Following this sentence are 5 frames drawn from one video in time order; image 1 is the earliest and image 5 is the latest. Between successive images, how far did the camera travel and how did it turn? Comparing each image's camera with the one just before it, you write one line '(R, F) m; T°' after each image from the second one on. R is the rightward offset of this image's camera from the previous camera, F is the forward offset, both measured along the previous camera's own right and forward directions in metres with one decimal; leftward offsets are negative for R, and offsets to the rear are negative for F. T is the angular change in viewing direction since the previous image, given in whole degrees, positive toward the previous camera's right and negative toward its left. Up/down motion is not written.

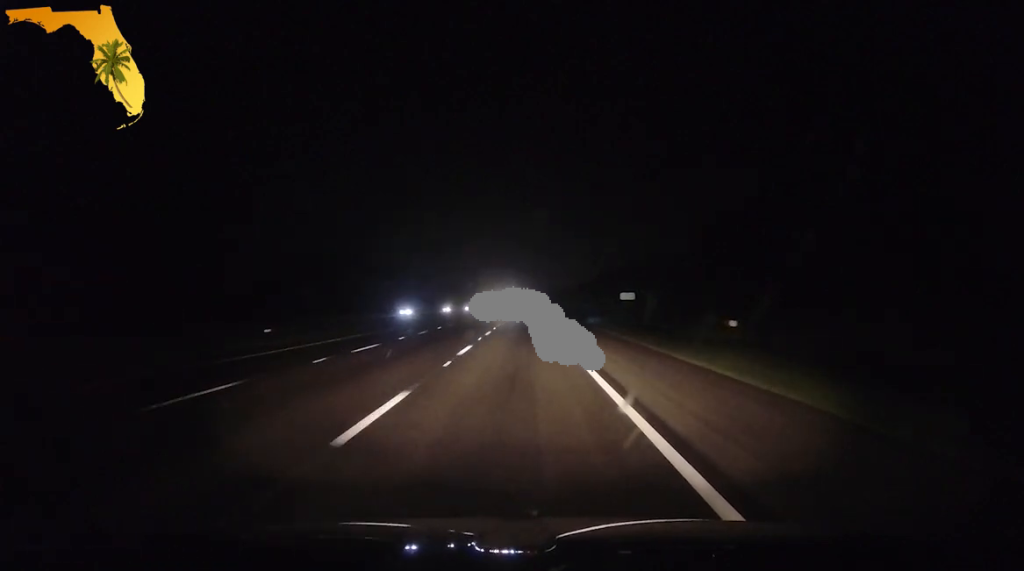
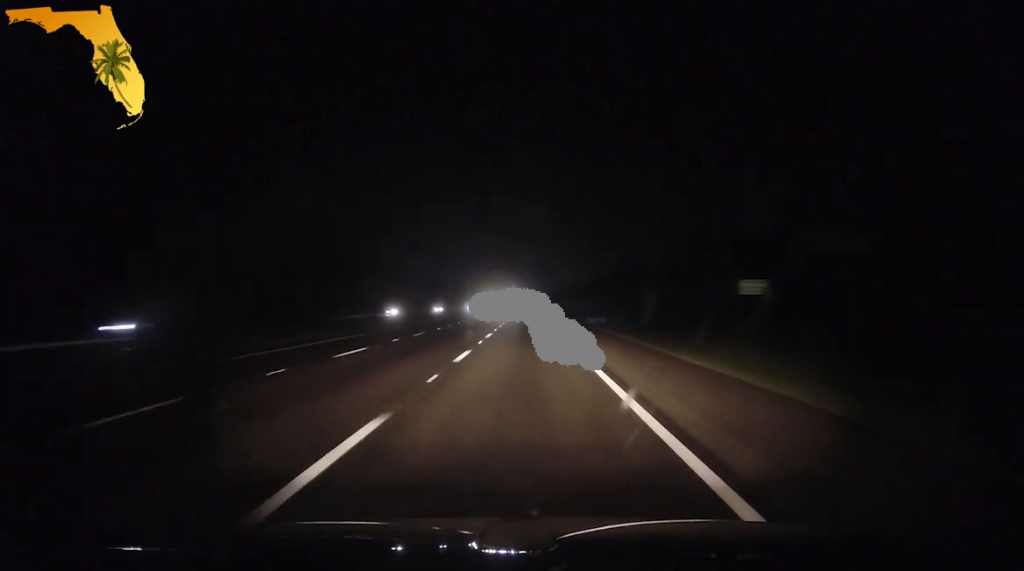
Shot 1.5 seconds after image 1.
(+0.2, +51.7) m; 0°
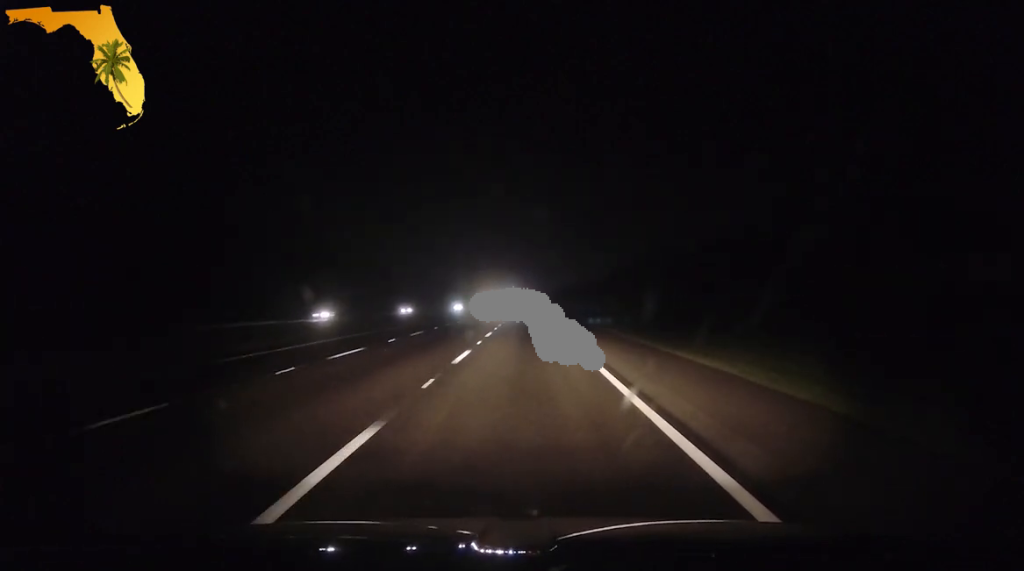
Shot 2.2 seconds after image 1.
(-0.1, +25.4) m; 0°
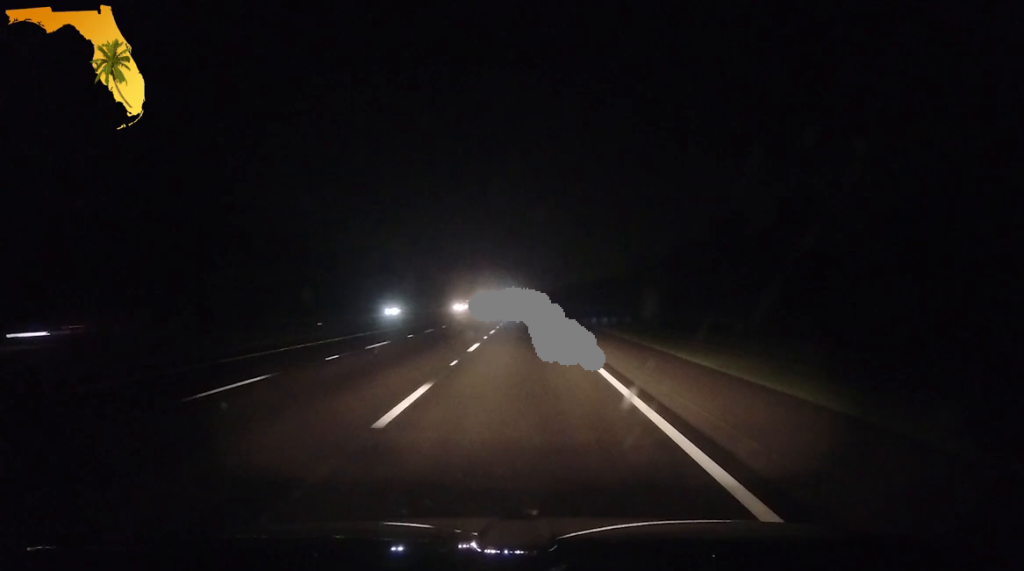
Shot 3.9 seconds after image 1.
(0.0, +57.4) m; 0°
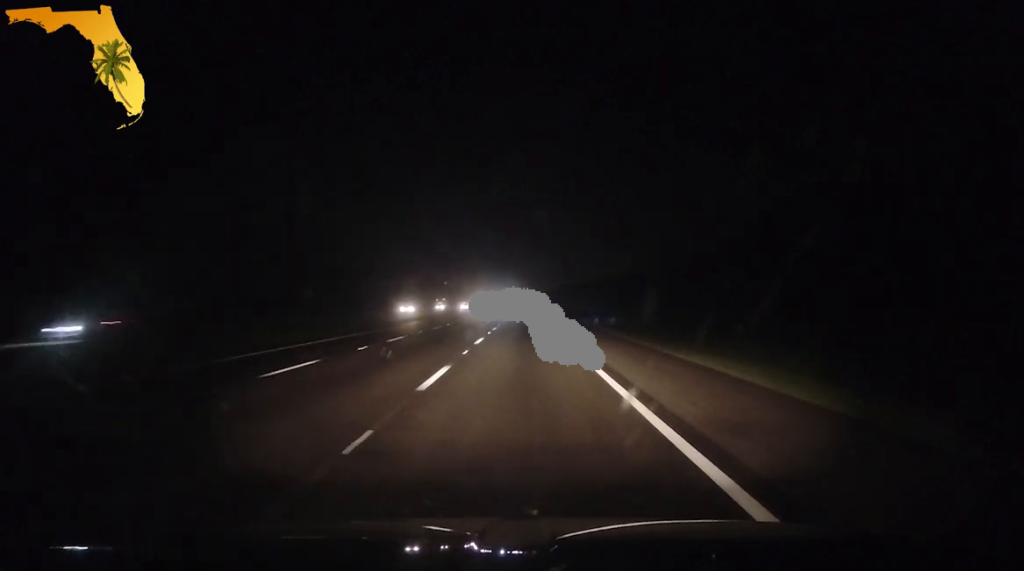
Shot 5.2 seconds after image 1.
(+0.1, +45.7) m; 0°
